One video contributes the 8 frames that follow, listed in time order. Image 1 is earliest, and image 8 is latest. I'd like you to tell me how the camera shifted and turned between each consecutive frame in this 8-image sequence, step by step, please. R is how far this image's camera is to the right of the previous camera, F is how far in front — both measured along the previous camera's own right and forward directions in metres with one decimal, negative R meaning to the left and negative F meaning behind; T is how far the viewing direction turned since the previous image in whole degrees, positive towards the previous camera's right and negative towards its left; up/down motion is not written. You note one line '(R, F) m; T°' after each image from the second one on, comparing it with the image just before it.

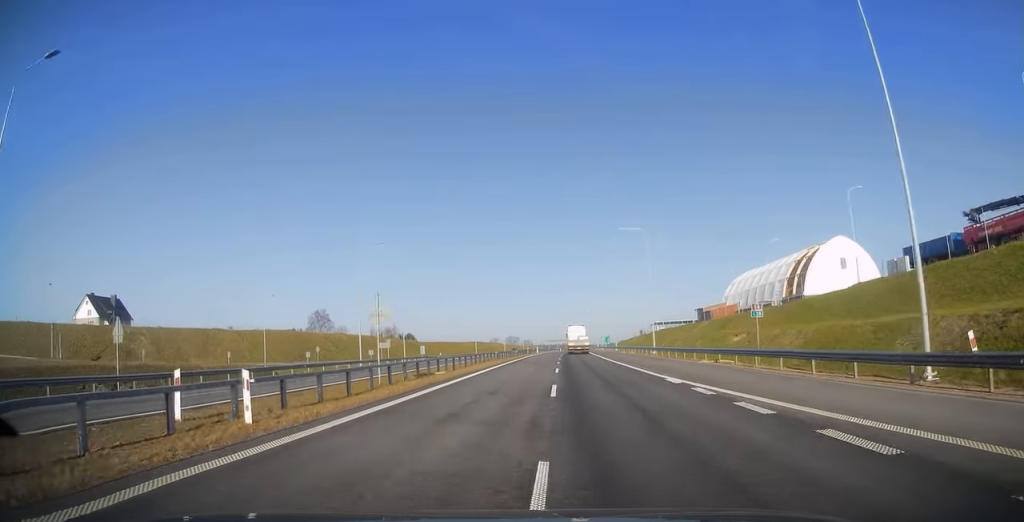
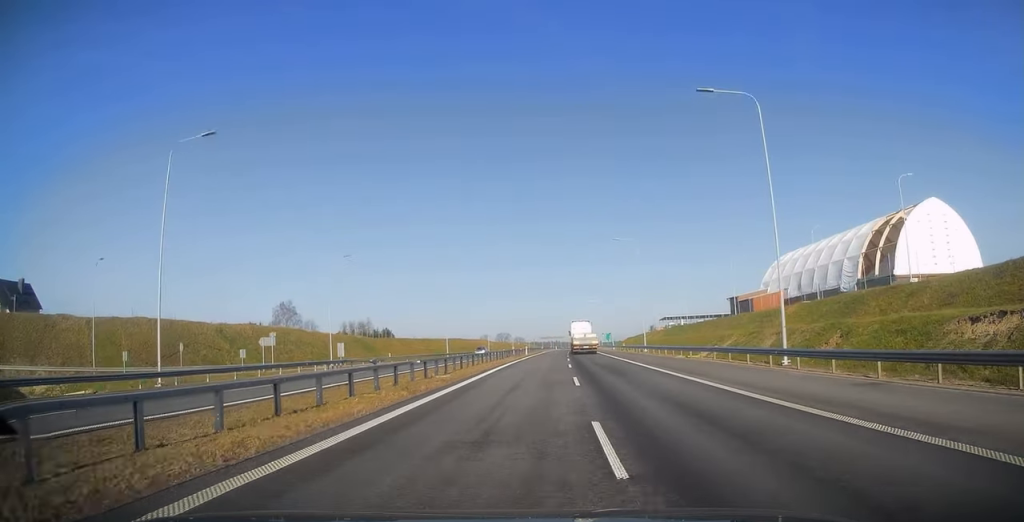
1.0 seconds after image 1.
(-0.3, +33.1) m; +1°
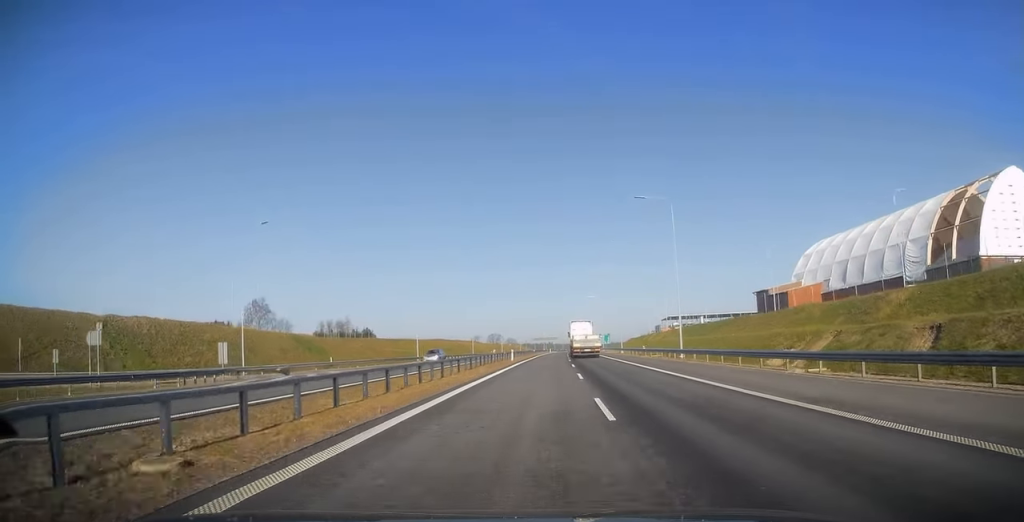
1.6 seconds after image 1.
(+0.4, +19.9) m; +1°
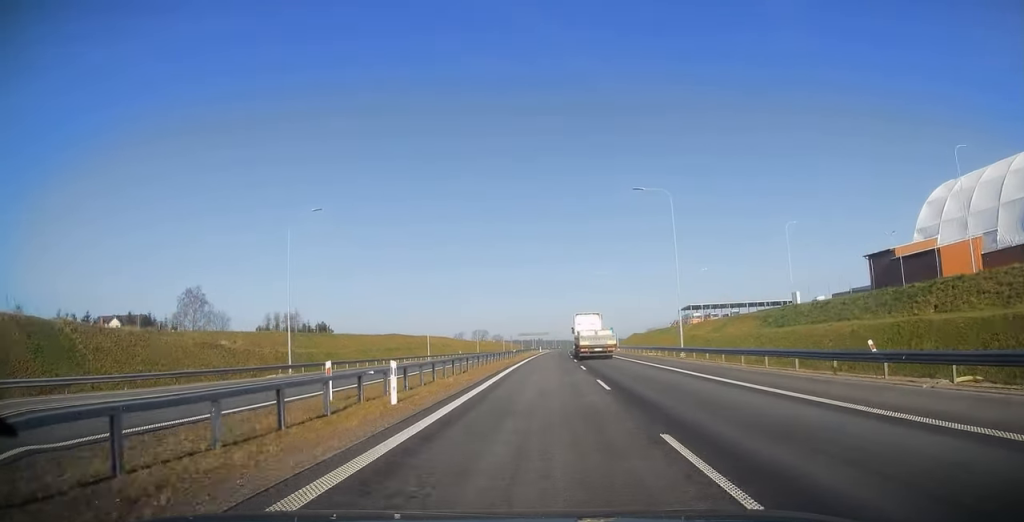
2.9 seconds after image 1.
(+0.3, +42.3) m; 0°
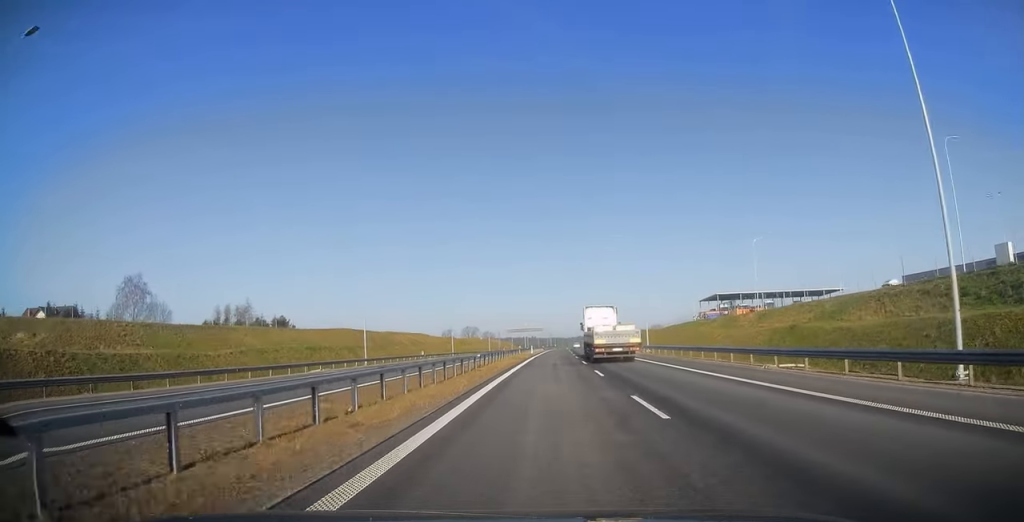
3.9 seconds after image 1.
(-0.1, +31.0) m; +1°
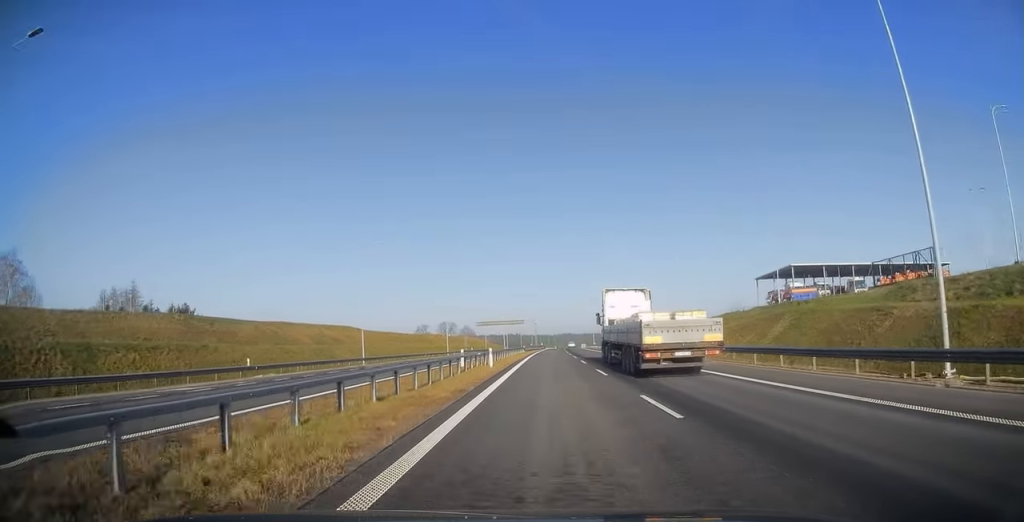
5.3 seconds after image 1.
(+1.1, +48.6) m; +2°
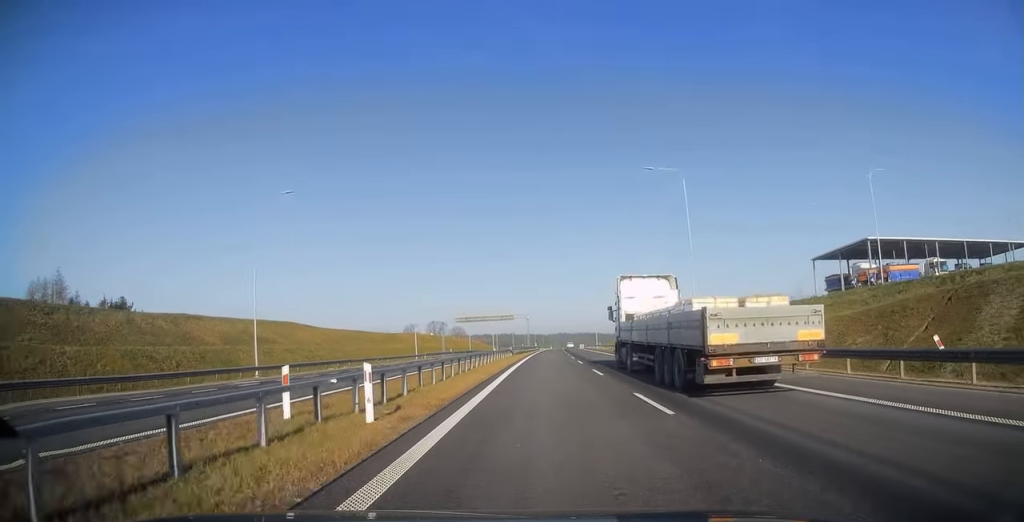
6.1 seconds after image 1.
(+0.2, +23.8) m; 0°
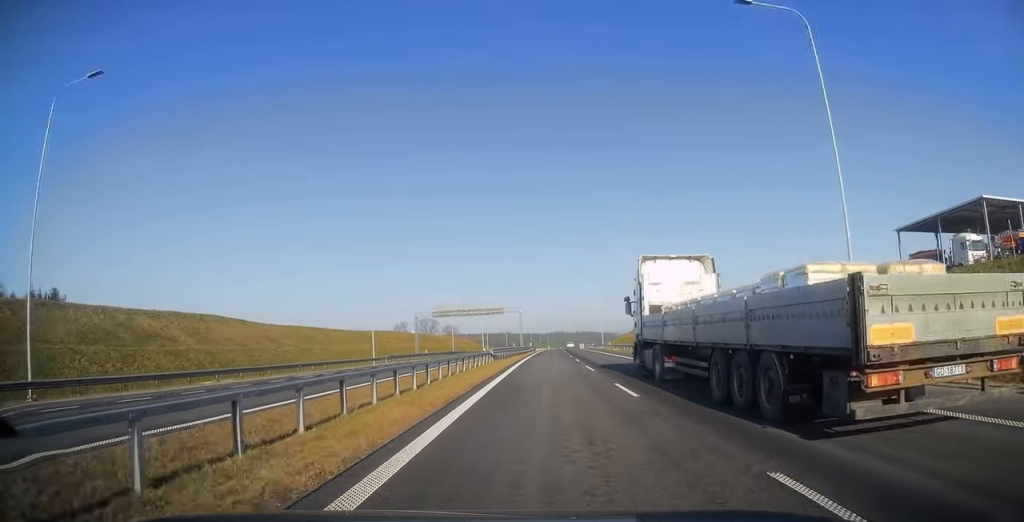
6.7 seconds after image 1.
(0.0, +21.0) m; 0°
